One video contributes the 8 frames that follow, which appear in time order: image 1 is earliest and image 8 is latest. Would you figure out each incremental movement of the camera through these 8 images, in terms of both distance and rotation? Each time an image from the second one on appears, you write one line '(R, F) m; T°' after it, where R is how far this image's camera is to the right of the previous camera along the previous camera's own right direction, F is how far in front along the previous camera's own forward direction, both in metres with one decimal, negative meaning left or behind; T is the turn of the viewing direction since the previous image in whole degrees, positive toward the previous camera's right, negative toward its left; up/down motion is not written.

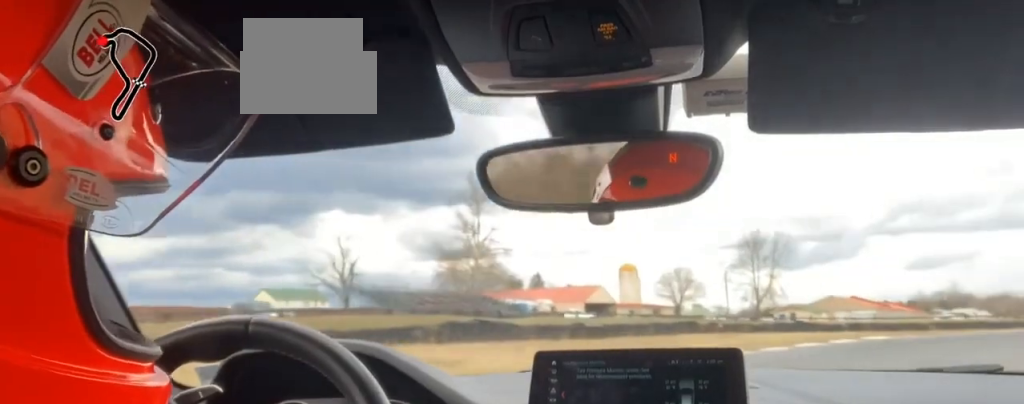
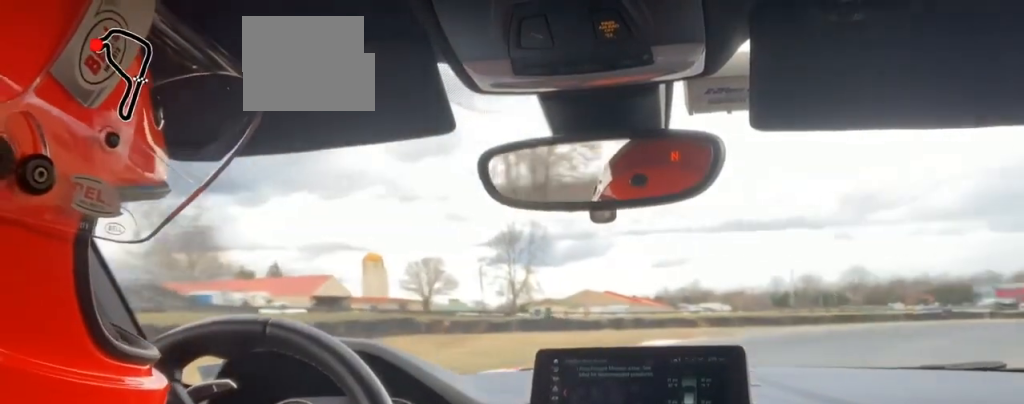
(+4.3, +14.5) m; +25°
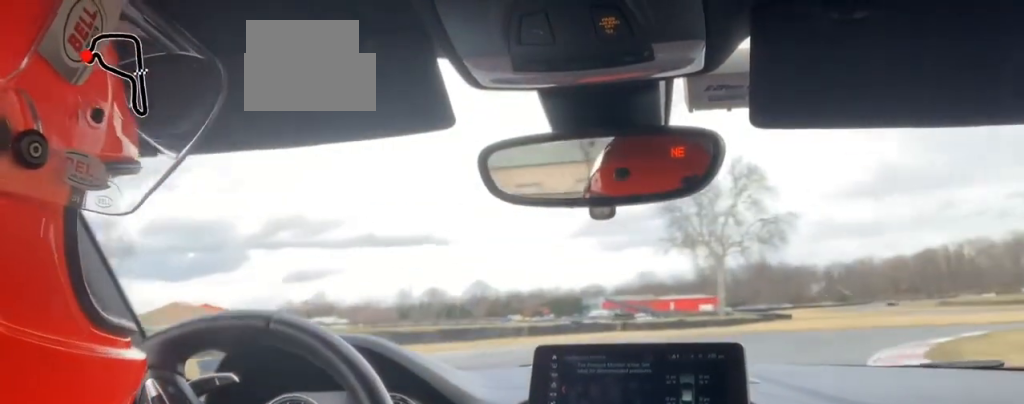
(+4.3, +24.1) m; +13°
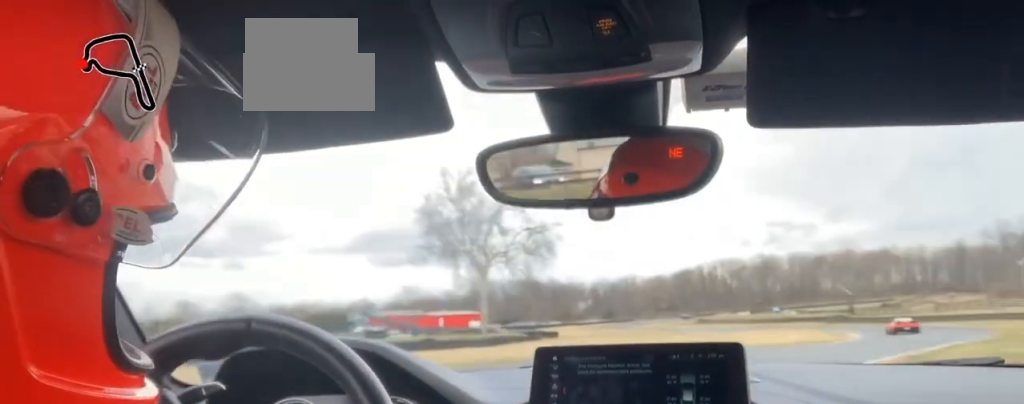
(-0.9, +16.3) m; +9°
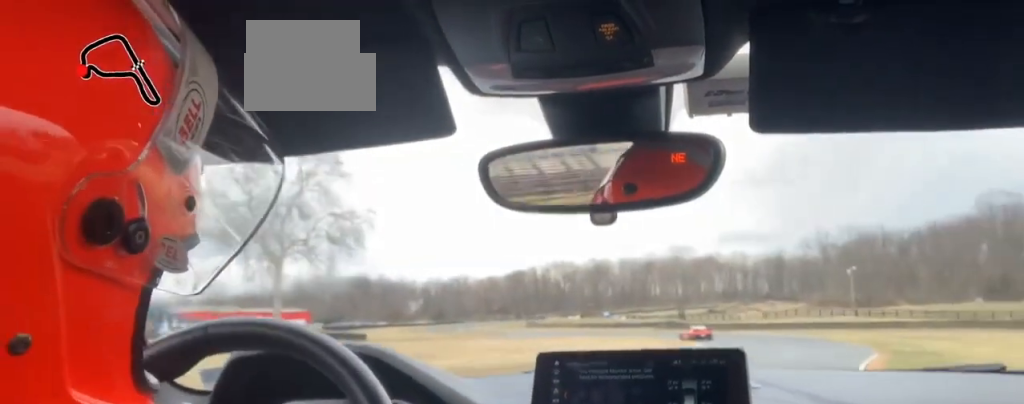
(+1.8, +14.4) m; +10°
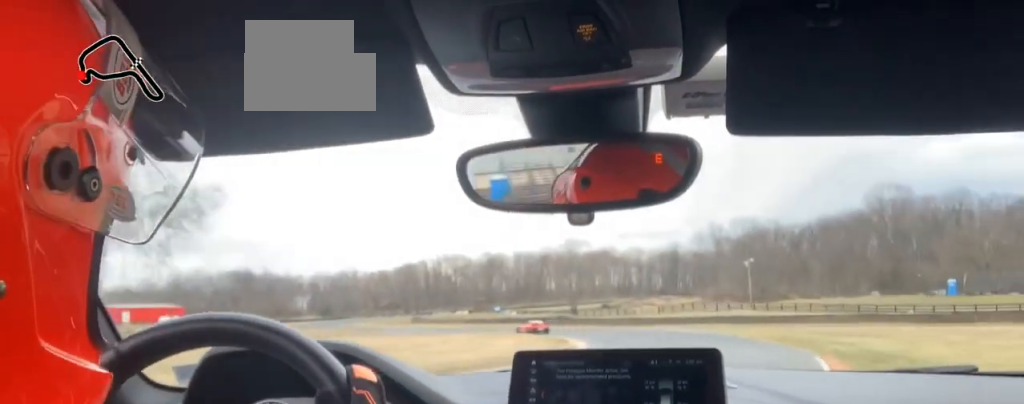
(+1.8, +12.2) m; +9°
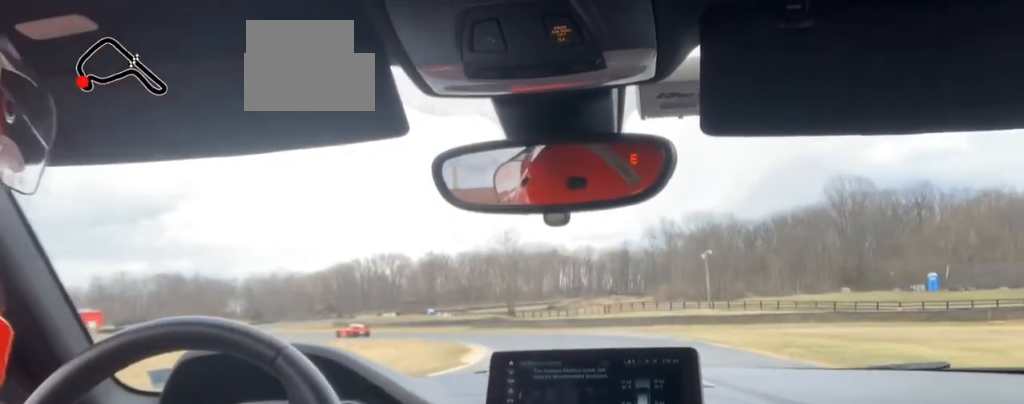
(+2.0, +18.8) m; +5°
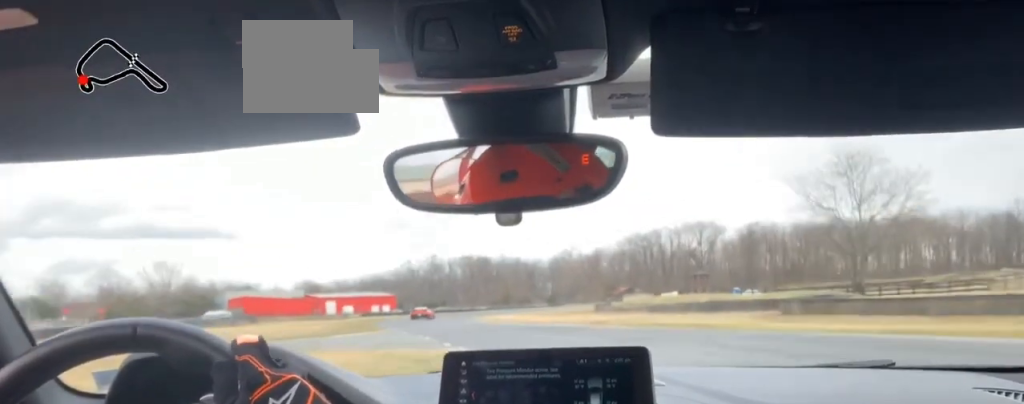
(-0.5, +50.9) m; -15°
